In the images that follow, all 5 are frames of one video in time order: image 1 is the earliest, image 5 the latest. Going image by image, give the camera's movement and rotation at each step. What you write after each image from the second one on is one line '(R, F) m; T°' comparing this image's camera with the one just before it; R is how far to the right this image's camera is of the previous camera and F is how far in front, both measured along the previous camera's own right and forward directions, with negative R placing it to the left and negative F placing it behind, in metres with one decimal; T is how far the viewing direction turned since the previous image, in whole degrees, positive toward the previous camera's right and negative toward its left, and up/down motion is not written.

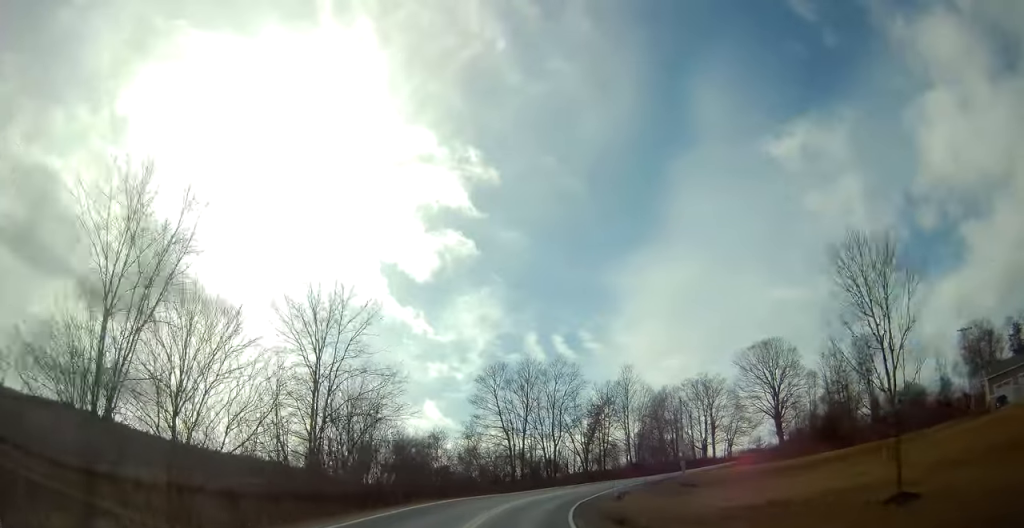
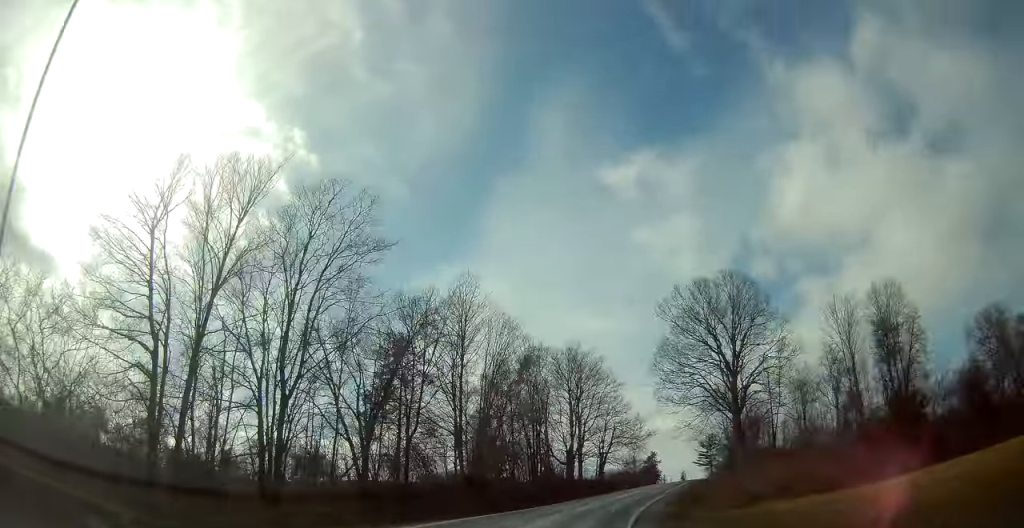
(+3.8, +50.7) m; +13°
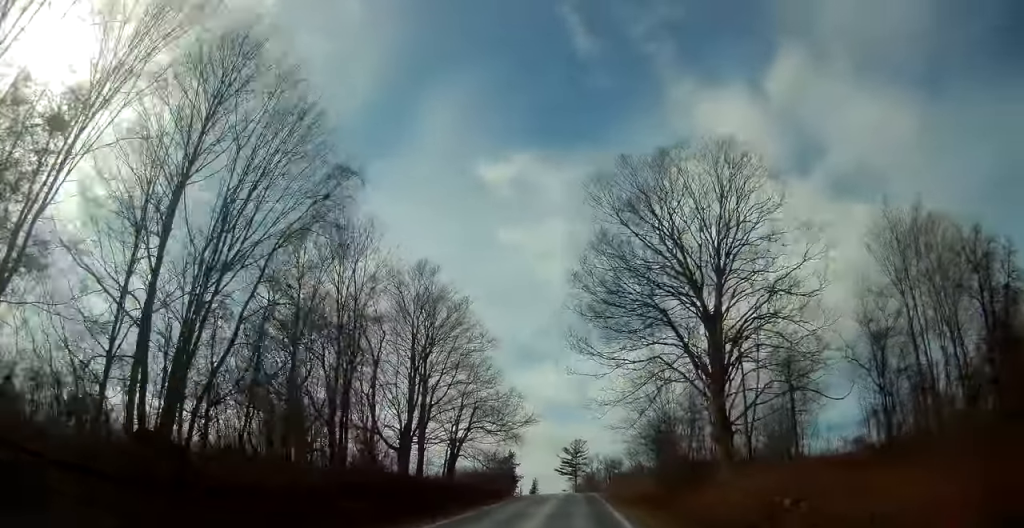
(+2.6, +27.2) m; +13°
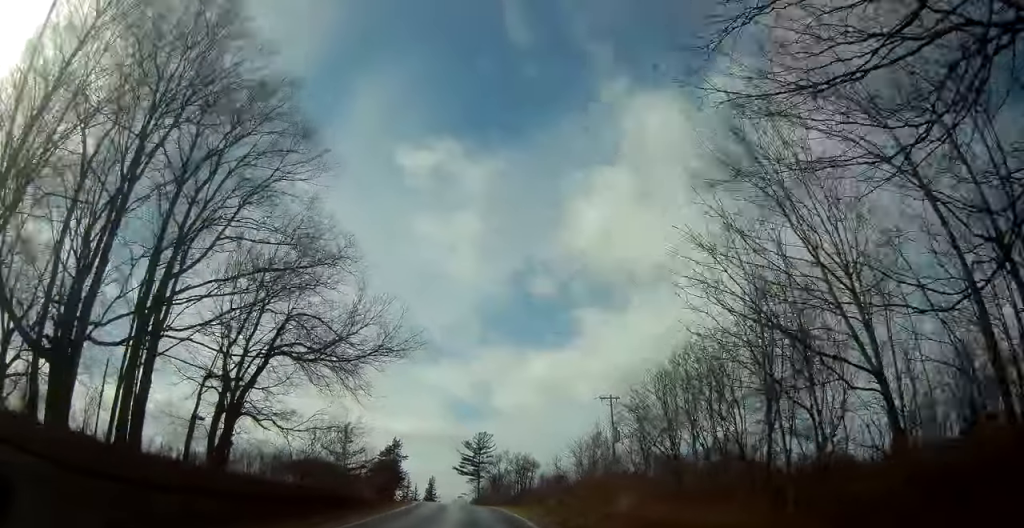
(+5.8, +31.7) m; +16°
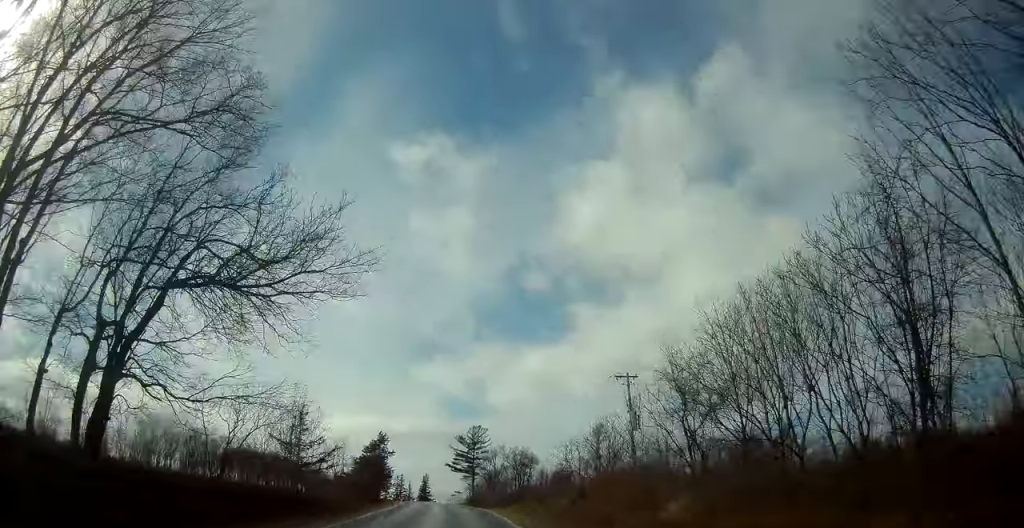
(+0.2, +8.7) m; +2°
